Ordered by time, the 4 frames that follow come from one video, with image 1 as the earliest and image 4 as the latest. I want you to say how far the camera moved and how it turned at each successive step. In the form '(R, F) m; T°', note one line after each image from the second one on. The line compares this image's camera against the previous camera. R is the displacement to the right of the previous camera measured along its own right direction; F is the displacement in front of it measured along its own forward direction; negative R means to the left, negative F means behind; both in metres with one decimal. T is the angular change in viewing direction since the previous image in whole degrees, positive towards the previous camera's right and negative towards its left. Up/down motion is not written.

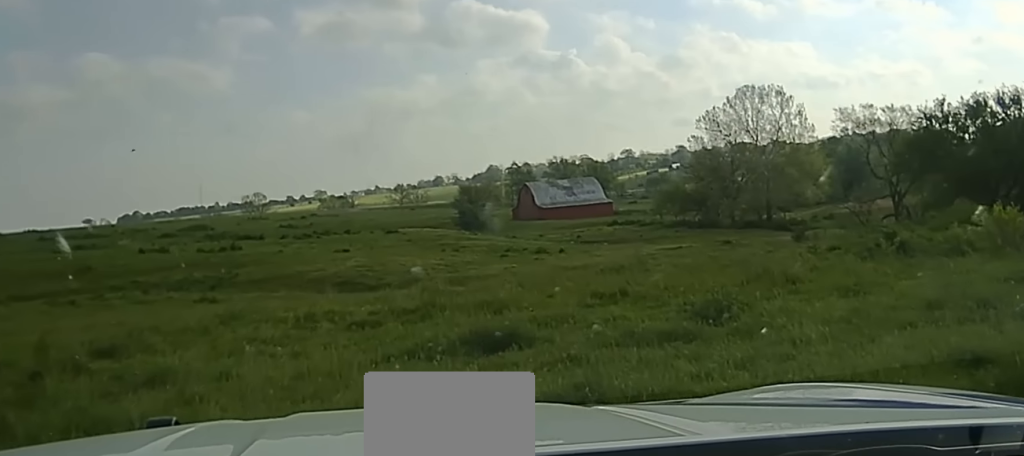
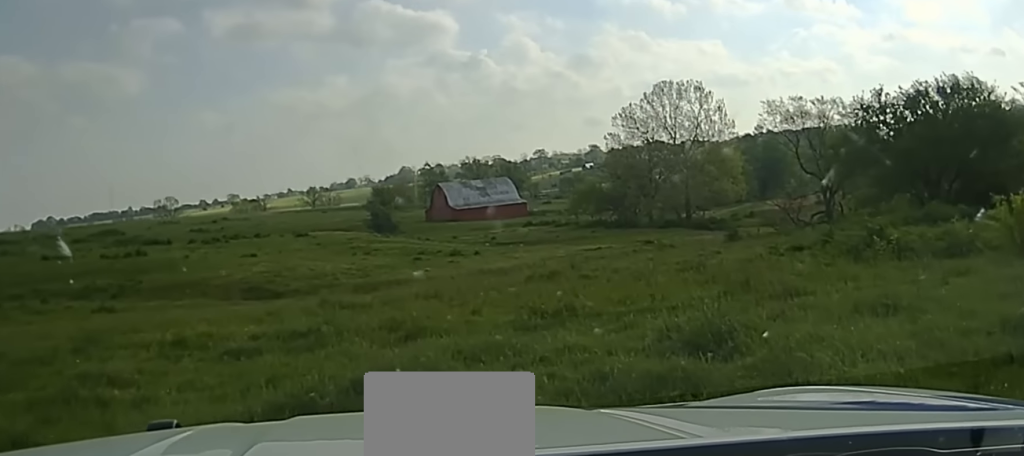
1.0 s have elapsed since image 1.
(+0.1, +3.0) m; +6°
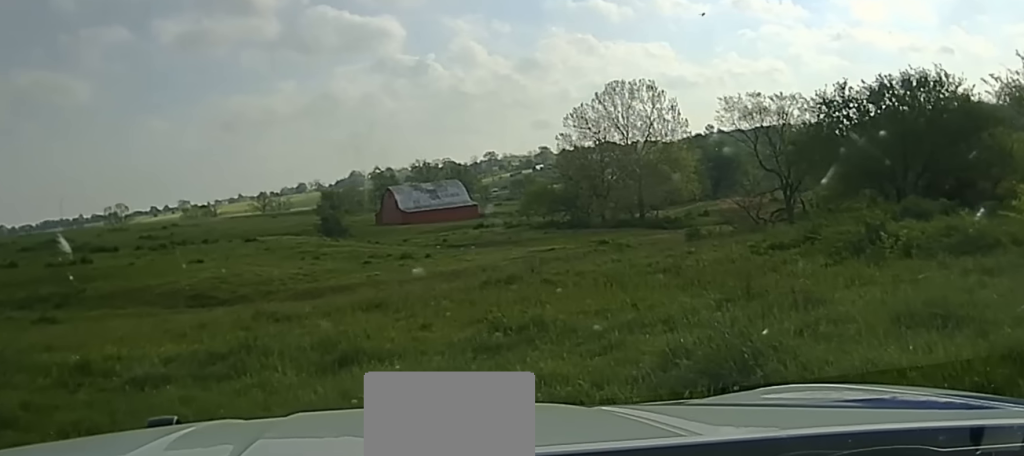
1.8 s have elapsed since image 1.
(+0.2, +2.1) m; +6°
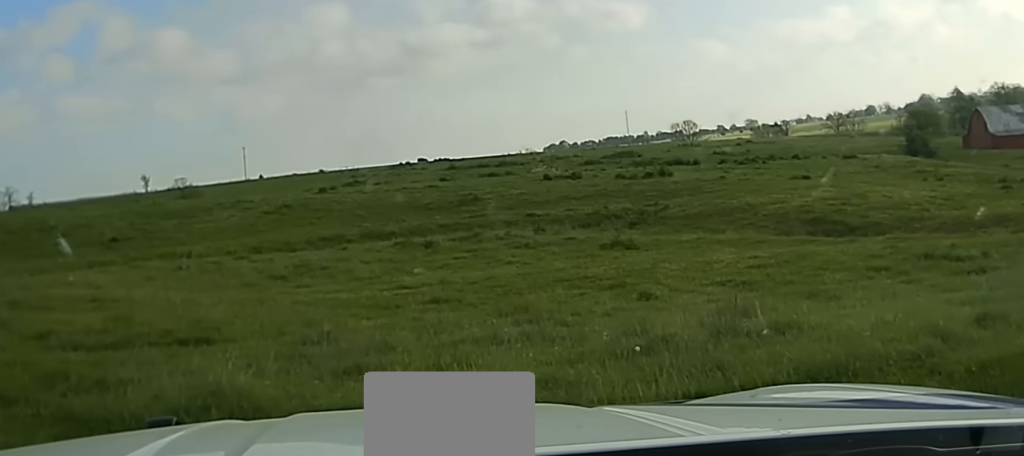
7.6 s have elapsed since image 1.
(-6.2, +12.6) m; -42°
